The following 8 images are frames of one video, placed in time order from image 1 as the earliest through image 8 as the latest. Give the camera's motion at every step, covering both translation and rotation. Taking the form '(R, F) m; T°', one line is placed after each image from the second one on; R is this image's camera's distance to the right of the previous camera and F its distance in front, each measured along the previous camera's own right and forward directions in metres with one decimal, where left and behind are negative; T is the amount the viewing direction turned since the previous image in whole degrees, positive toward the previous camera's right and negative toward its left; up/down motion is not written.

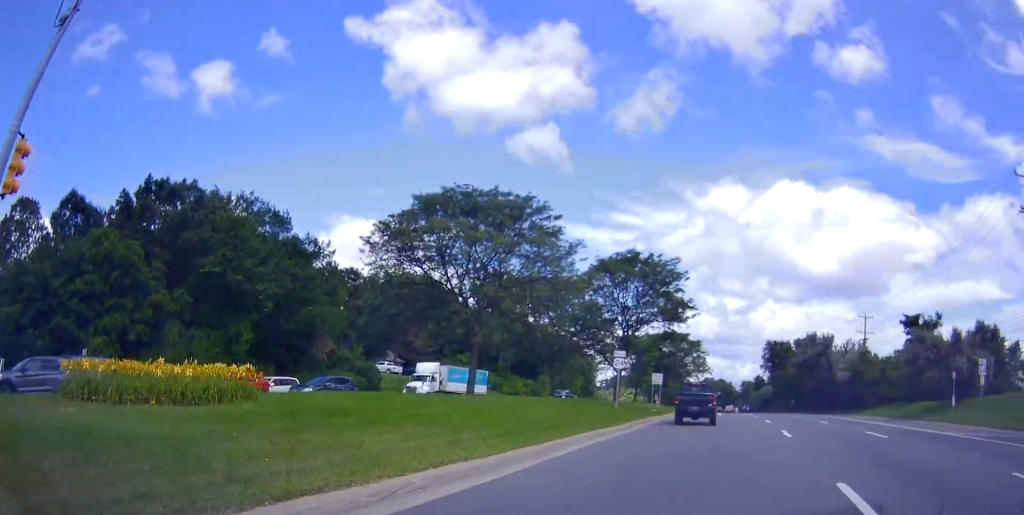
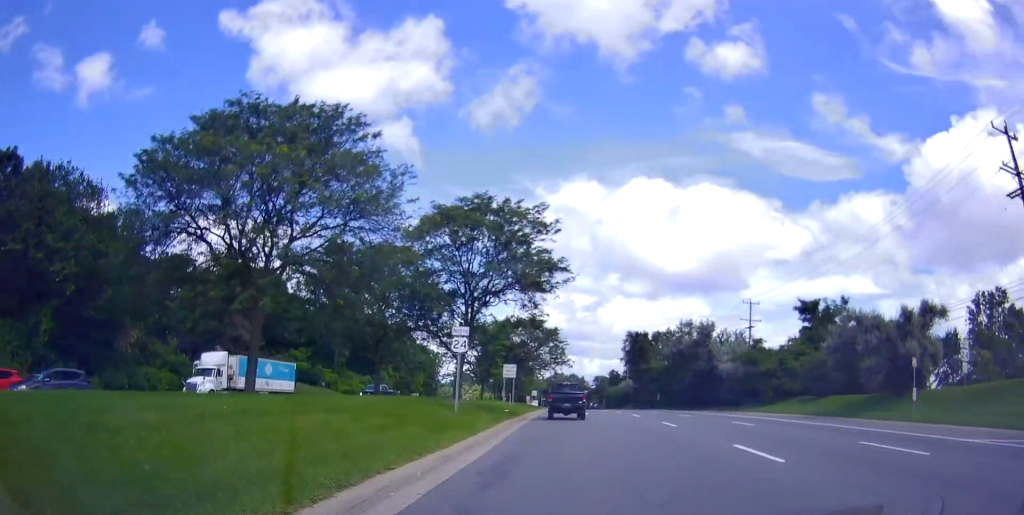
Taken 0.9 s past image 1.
(+0.7, +7.1) m; +7°
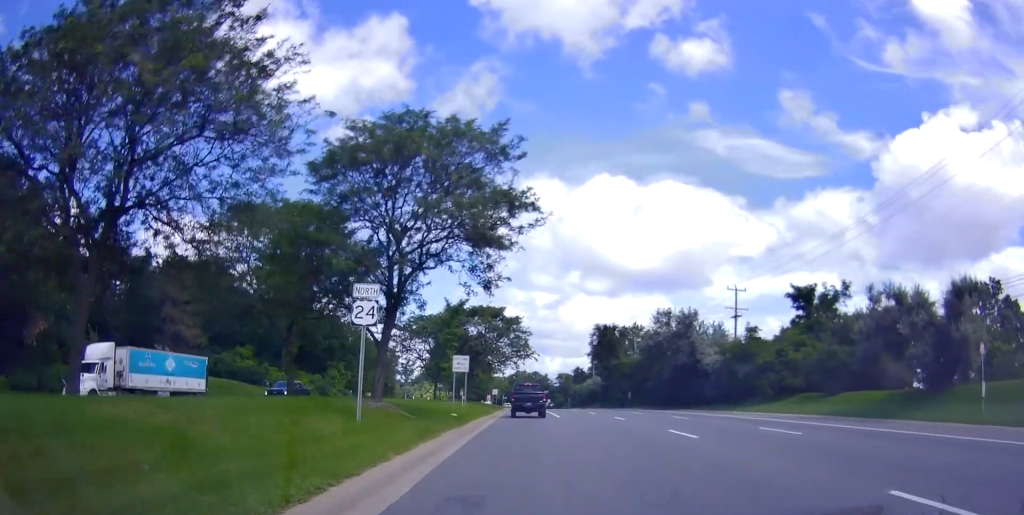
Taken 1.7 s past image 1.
(+0.3, +6.1) m; +9°
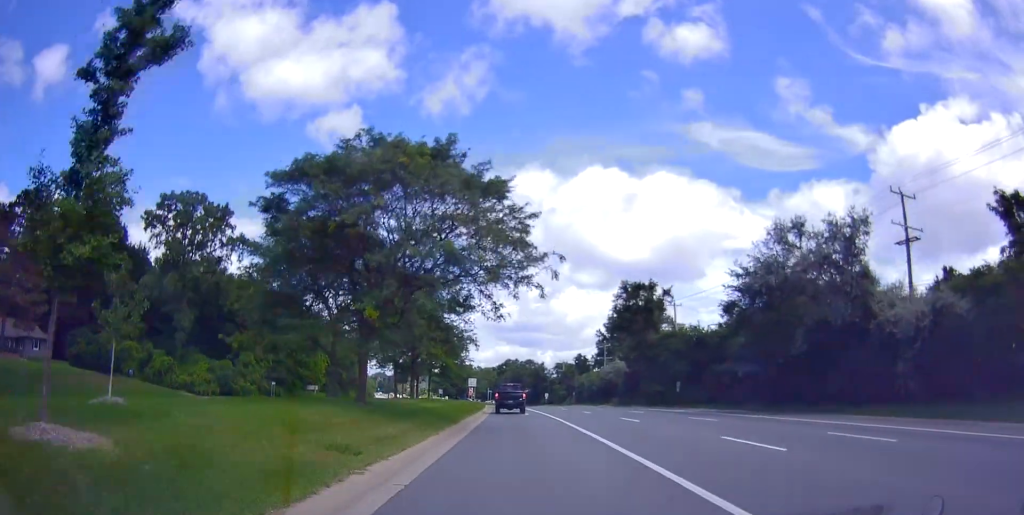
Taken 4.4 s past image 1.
(+7.3, +24.1) m; +25°
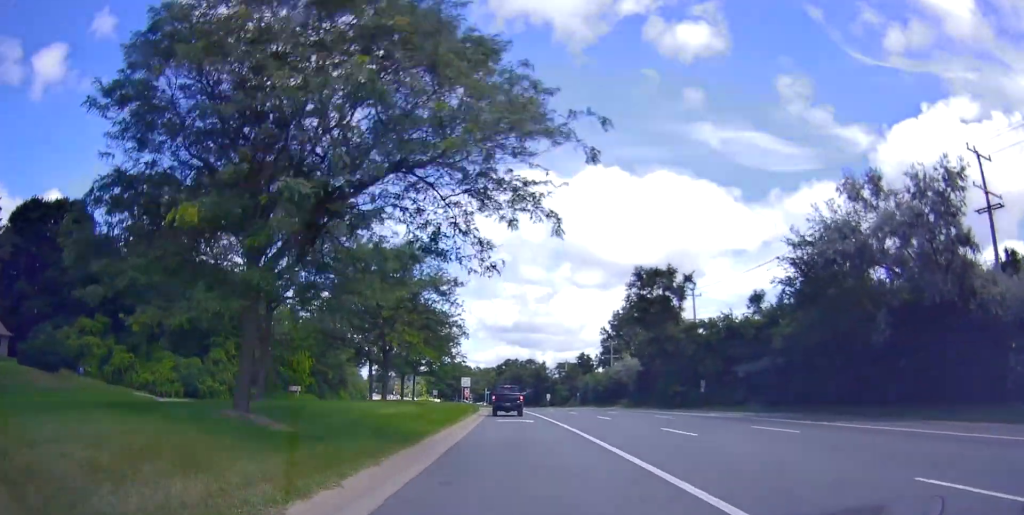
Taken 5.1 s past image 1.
(0.0, +6.7) m; +3°
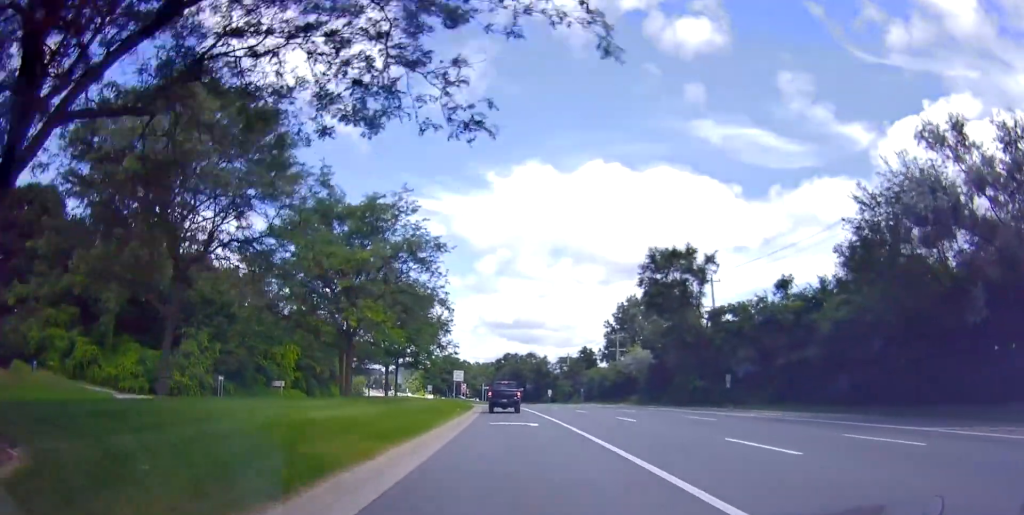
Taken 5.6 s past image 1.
(+0.2, +5.7) m; +2°
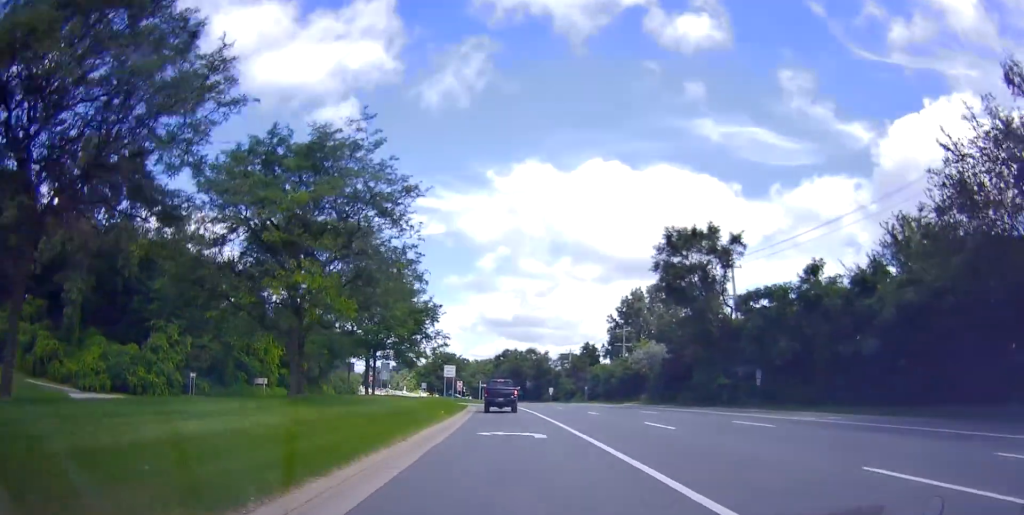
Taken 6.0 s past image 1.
(+0.1, +5.4) m; +1°
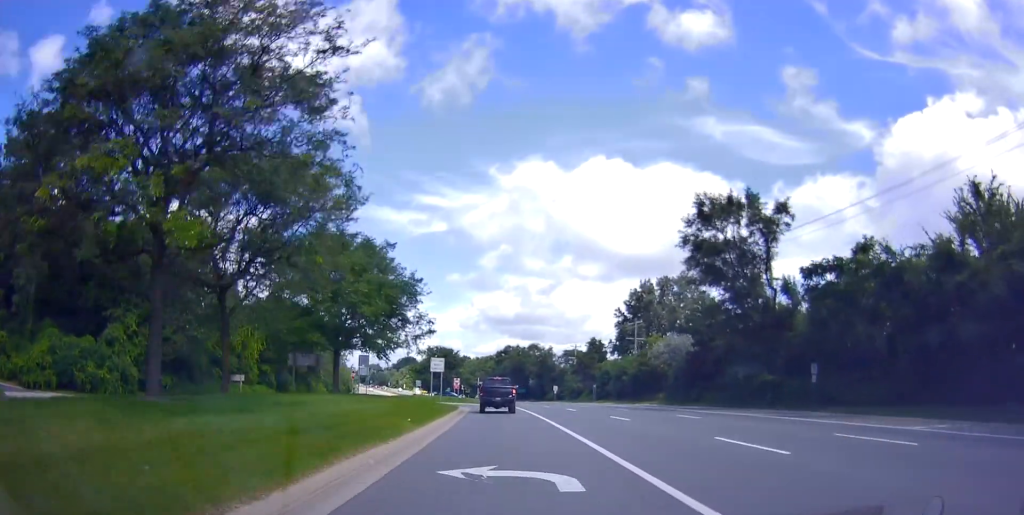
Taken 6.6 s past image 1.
(+0.1, +7.7) m; +1°
